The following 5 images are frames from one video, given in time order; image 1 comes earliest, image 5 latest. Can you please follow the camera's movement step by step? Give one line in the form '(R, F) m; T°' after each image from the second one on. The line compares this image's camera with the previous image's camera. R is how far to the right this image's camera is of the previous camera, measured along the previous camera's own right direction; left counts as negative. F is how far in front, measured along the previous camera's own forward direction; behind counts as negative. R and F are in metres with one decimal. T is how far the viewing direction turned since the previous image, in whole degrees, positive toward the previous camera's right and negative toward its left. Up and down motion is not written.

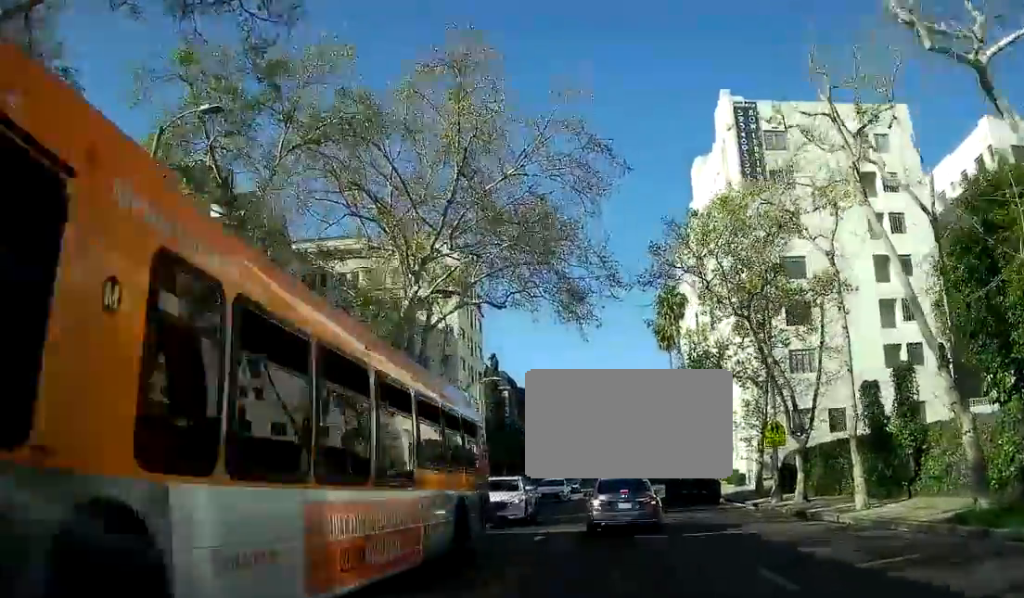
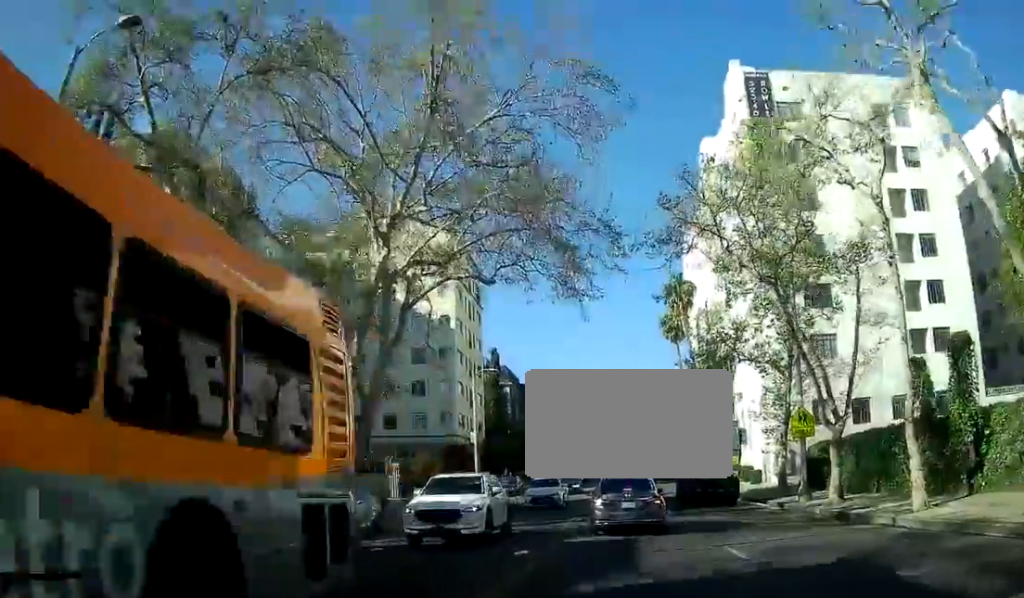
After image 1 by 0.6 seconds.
(-0.1, +4.5) m; -1°
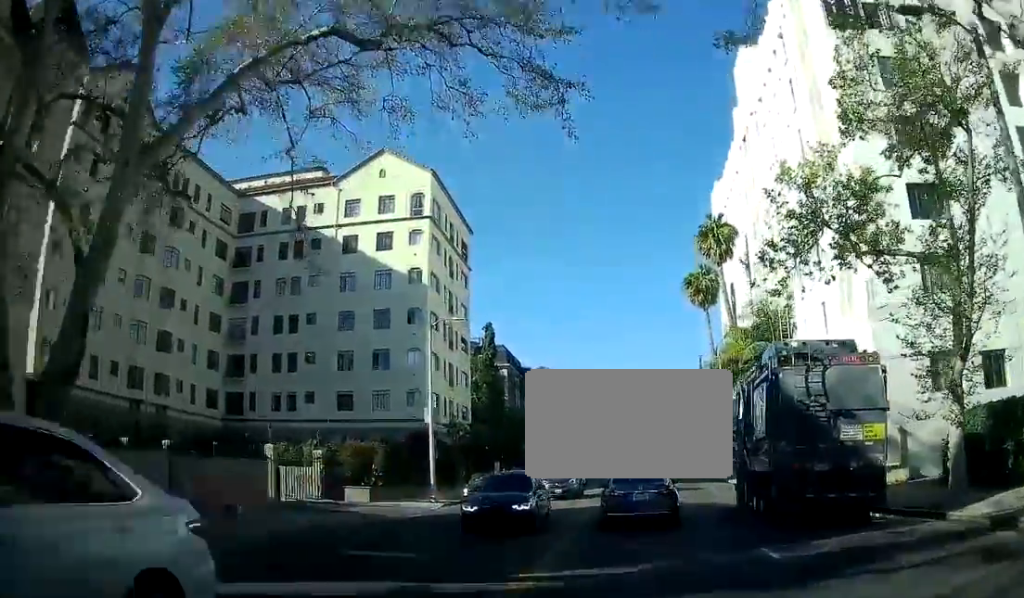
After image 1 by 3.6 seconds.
(0.0, +16.0) m; 0°
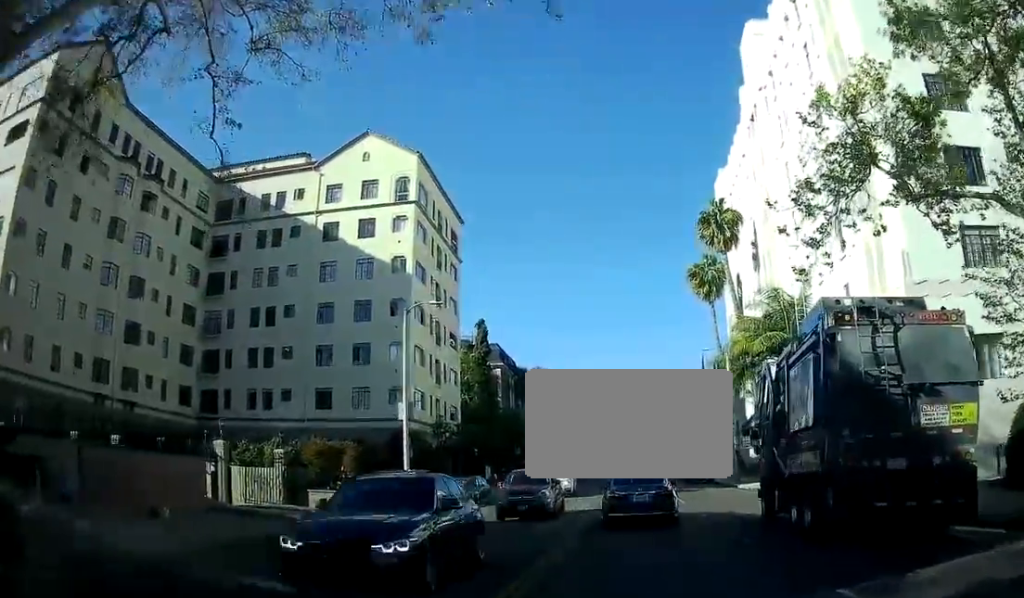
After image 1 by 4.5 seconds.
(0.0, +4.2) m; 0°
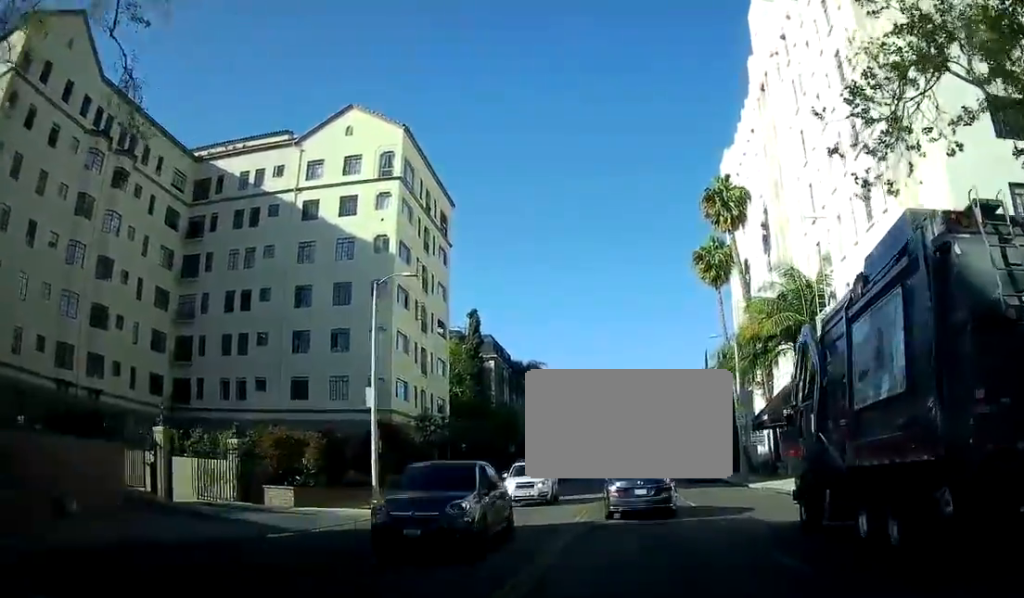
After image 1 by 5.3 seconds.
(0.0, +4.3) m; 0°
